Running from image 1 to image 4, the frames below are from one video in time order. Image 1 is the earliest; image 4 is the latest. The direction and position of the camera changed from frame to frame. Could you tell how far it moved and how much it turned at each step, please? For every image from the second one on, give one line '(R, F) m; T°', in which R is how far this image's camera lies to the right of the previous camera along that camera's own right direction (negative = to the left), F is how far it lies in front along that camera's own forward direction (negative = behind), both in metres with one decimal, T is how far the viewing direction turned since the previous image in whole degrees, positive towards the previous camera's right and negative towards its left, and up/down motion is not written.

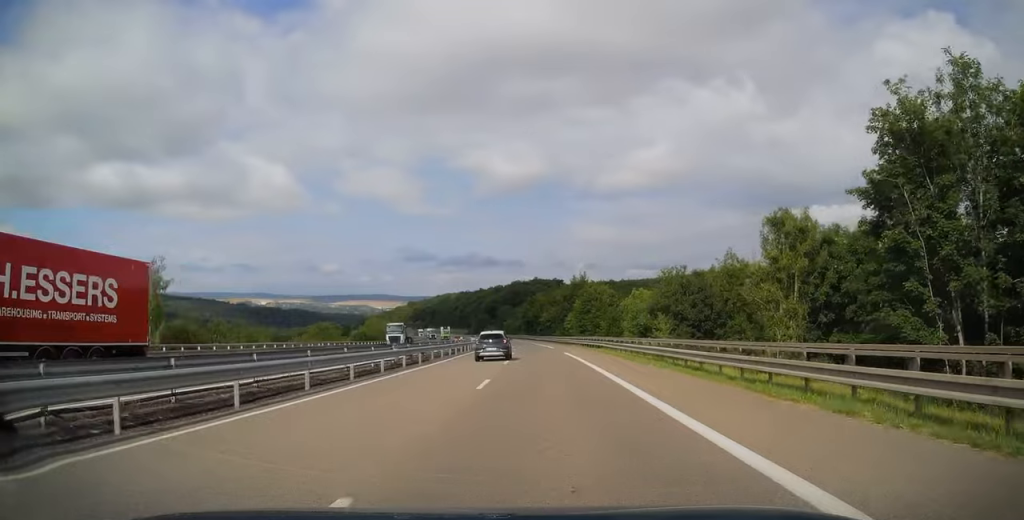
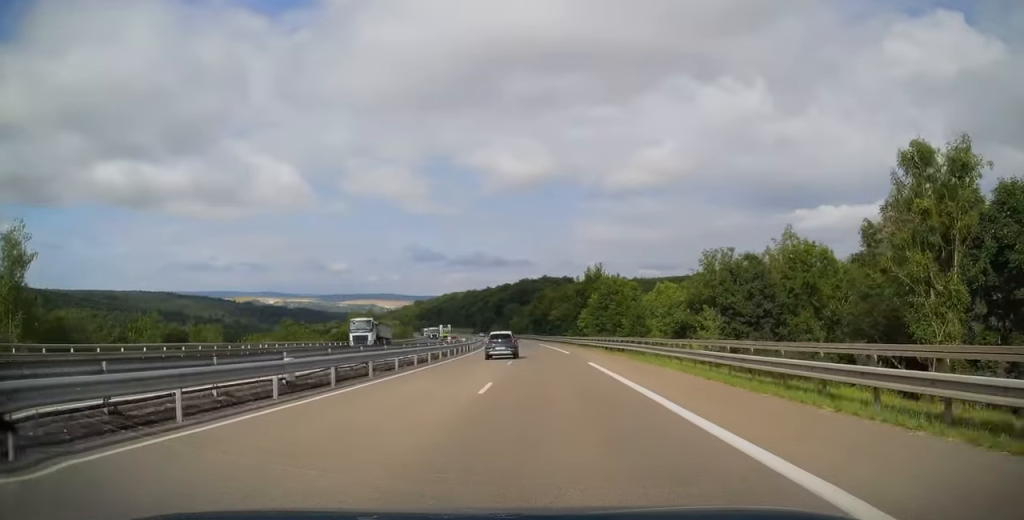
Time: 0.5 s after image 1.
(-0.1, +14.5) m; -1°
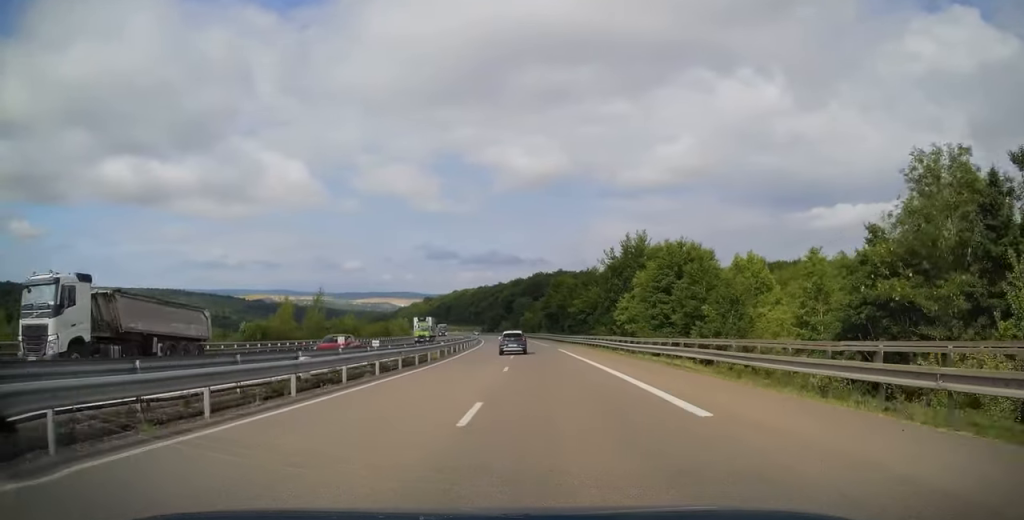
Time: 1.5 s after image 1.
(-0.5, +31.6) m; -1°
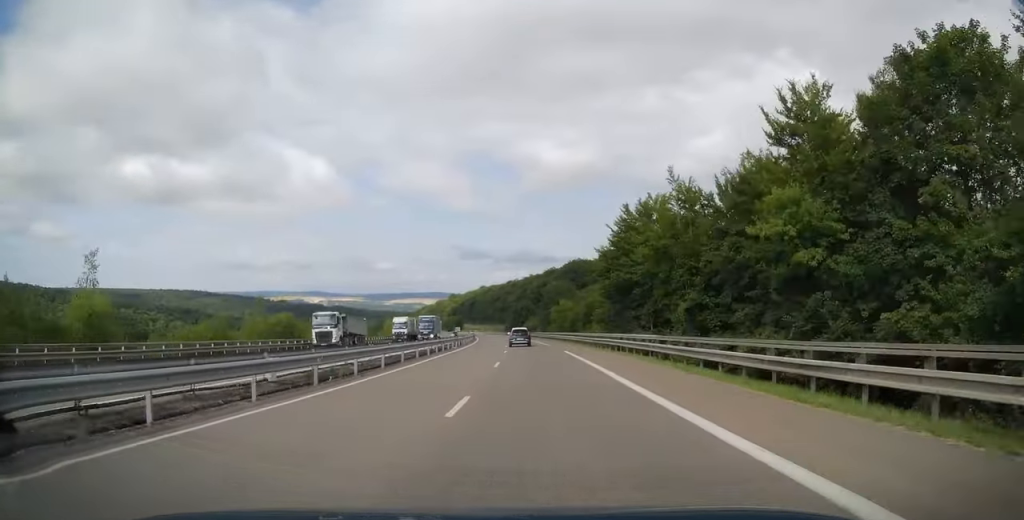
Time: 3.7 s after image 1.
(-2.0, +65.6) m; -4°
